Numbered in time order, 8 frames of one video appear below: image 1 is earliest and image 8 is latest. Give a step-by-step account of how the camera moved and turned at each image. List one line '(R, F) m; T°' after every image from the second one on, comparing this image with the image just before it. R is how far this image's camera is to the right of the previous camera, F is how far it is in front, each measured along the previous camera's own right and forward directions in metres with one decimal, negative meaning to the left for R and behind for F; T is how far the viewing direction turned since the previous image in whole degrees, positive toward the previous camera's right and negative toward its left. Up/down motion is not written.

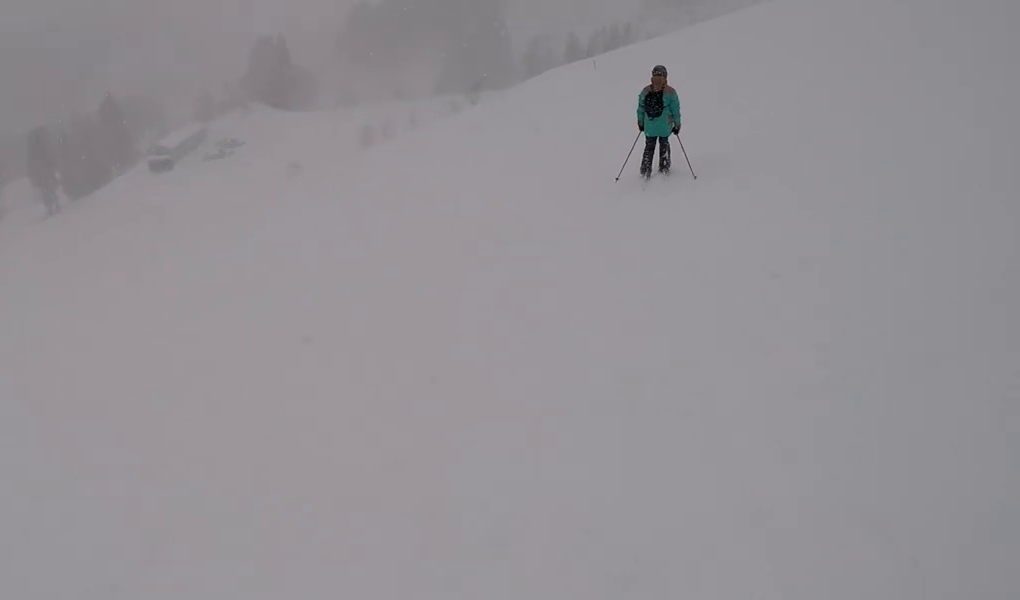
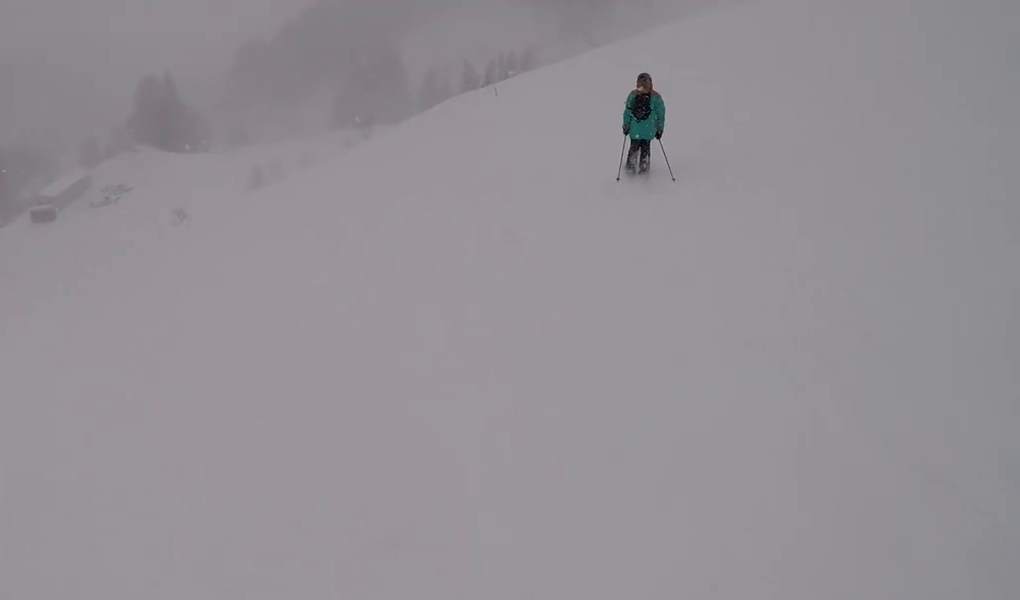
(+2.3, +7.9) m; +16°
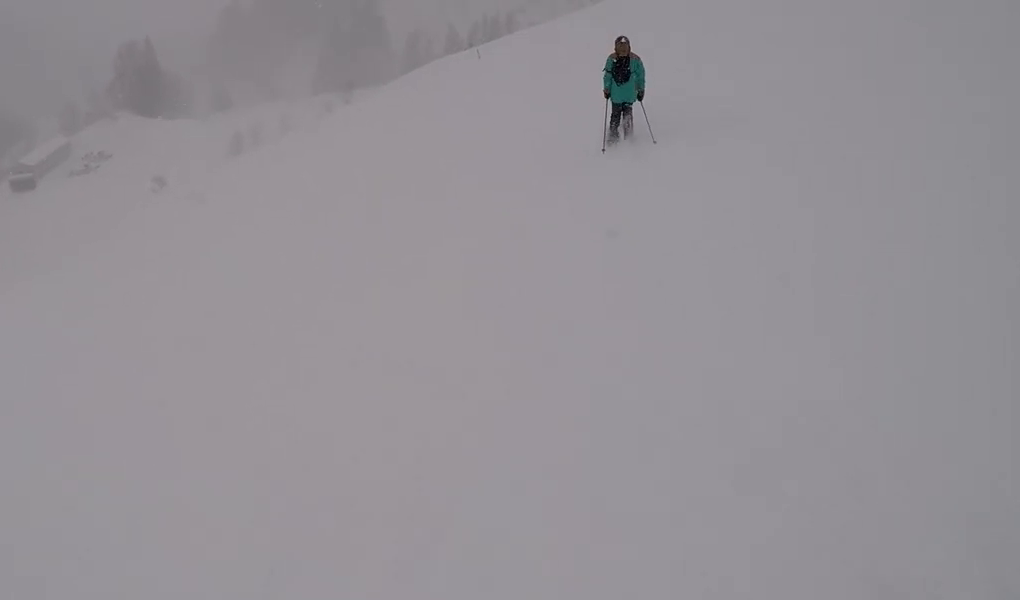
(-0.3, +2.0) m; -5°
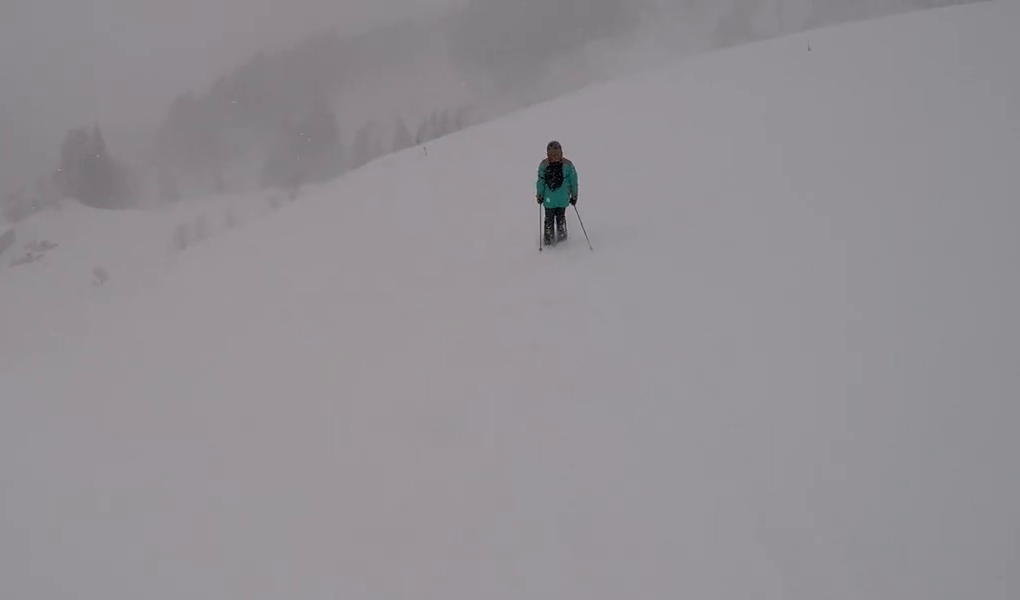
(-0.1, +2.3) m; -5°
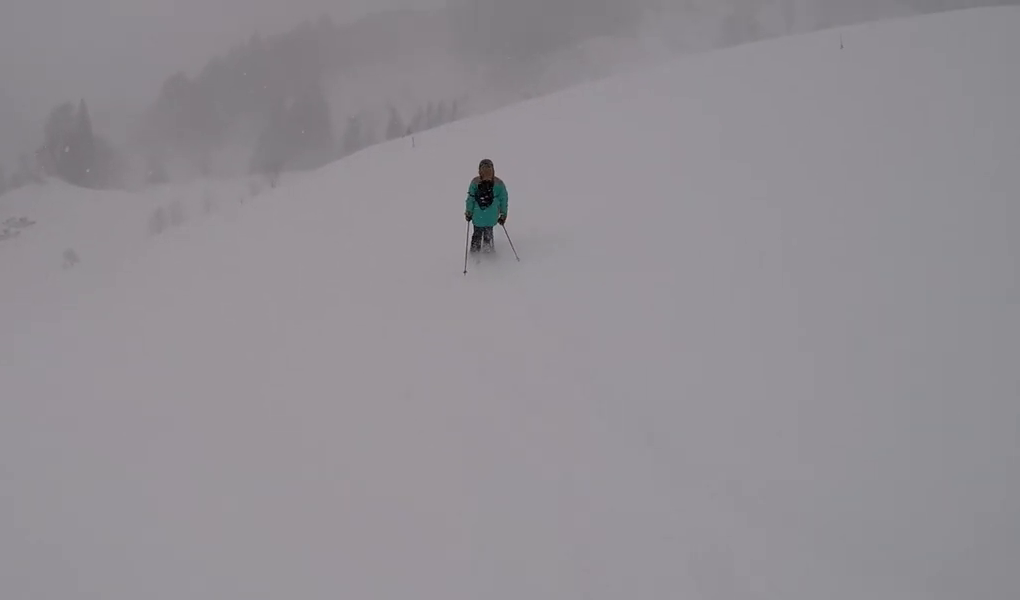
(-0.3, +7.2) m; -2°
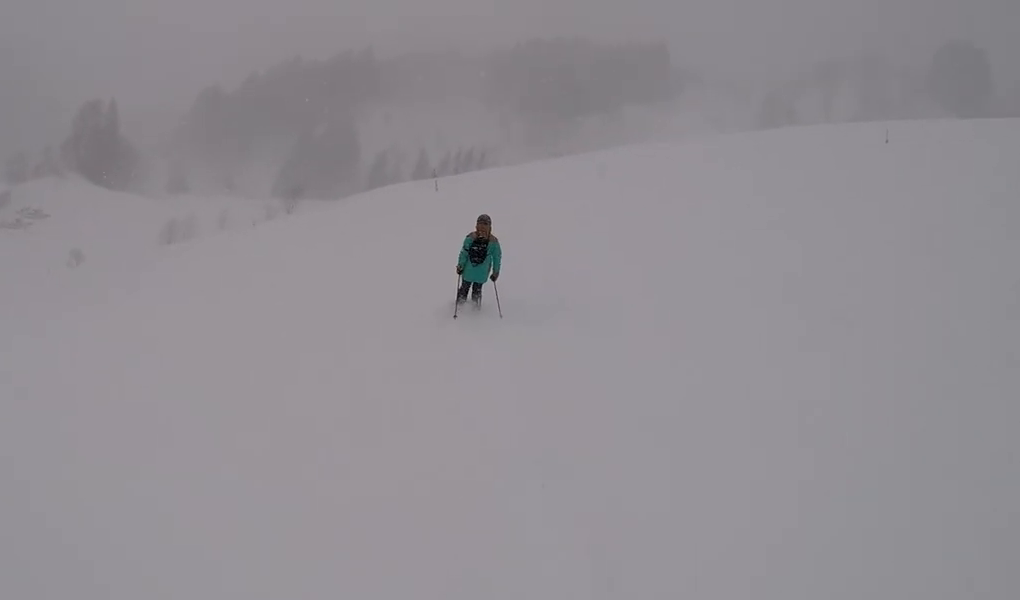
(0.0, +2.7) m; 0°
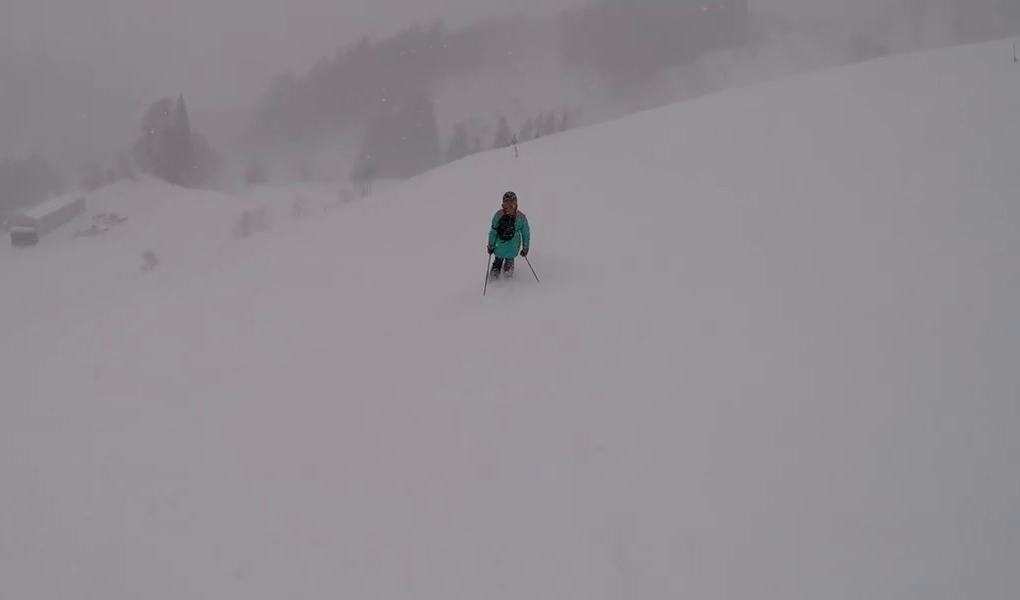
(0.0, +6.0) m; 0°
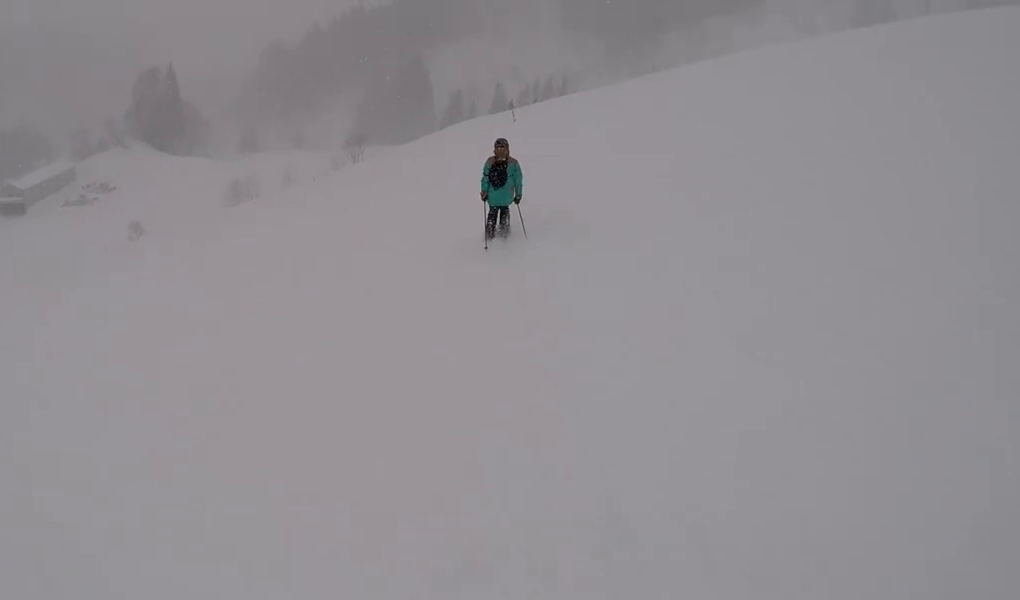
(0.0, +3.2) m; 0°
